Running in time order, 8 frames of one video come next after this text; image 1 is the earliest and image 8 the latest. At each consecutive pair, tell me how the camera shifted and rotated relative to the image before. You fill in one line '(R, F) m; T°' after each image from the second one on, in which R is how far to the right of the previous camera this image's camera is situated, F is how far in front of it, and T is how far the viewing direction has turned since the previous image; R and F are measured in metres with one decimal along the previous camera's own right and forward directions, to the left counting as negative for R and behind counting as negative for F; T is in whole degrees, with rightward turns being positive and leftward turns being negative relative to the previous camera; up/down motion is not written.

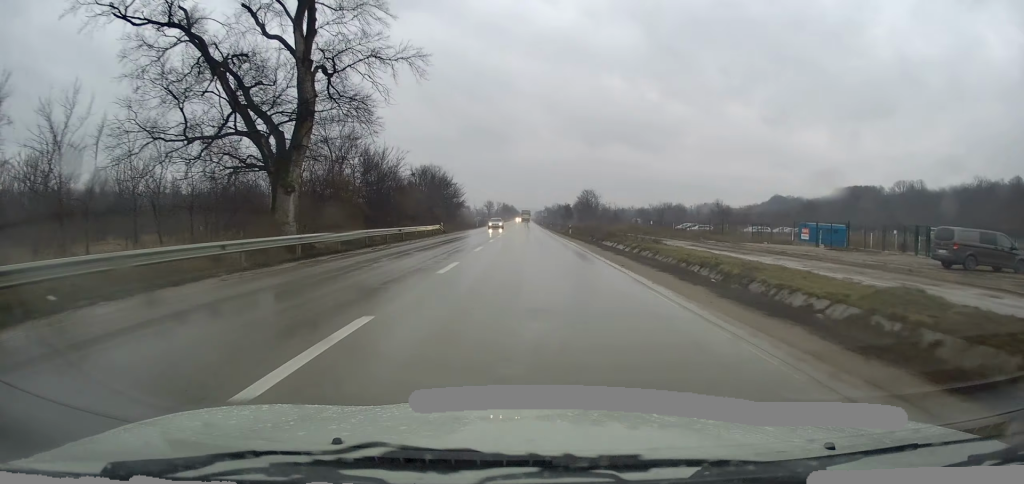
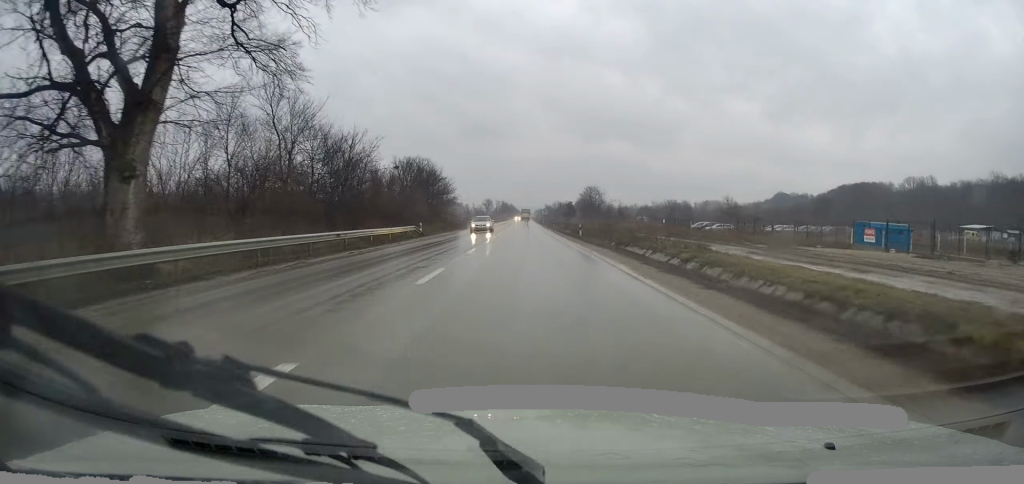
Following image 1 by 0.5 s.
(0.0, +10.9) m; 0°
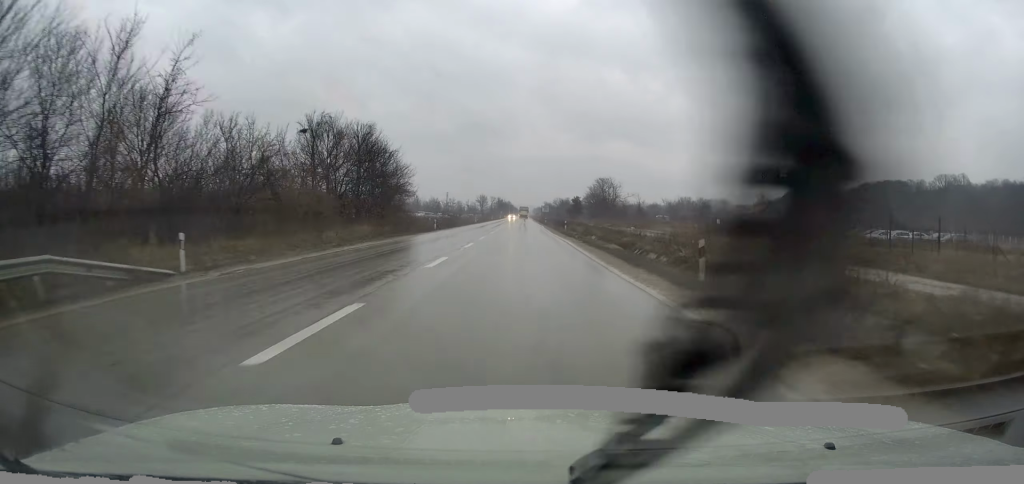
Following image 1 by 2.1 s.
(+0.2, +31.4) m; 0°
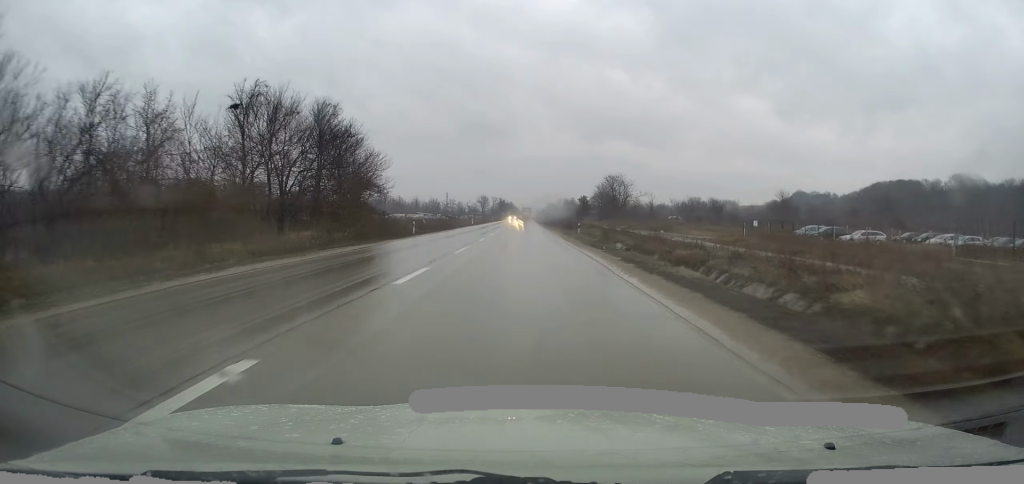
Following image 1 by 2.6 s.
(+0.1, +11.6) m; -1°
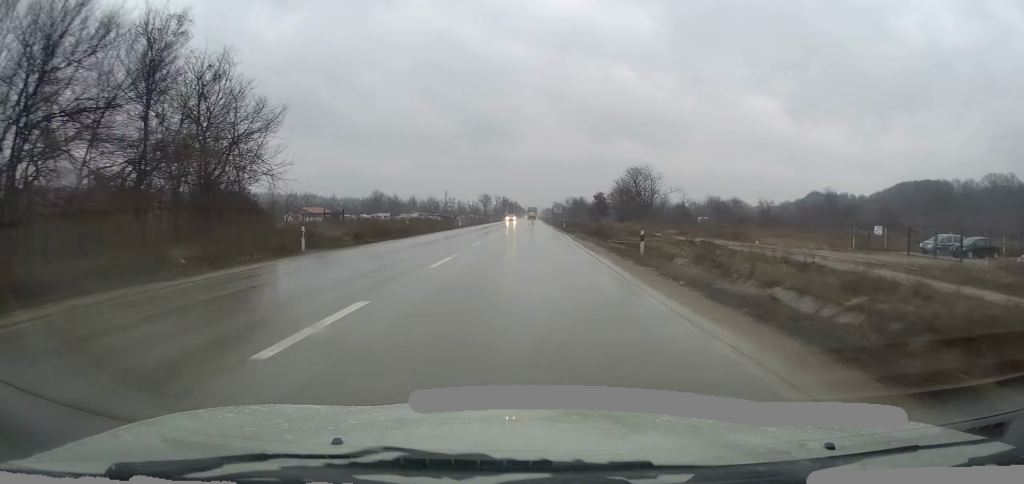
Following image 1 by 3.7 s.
(-0.4, +22.6) m; 0°
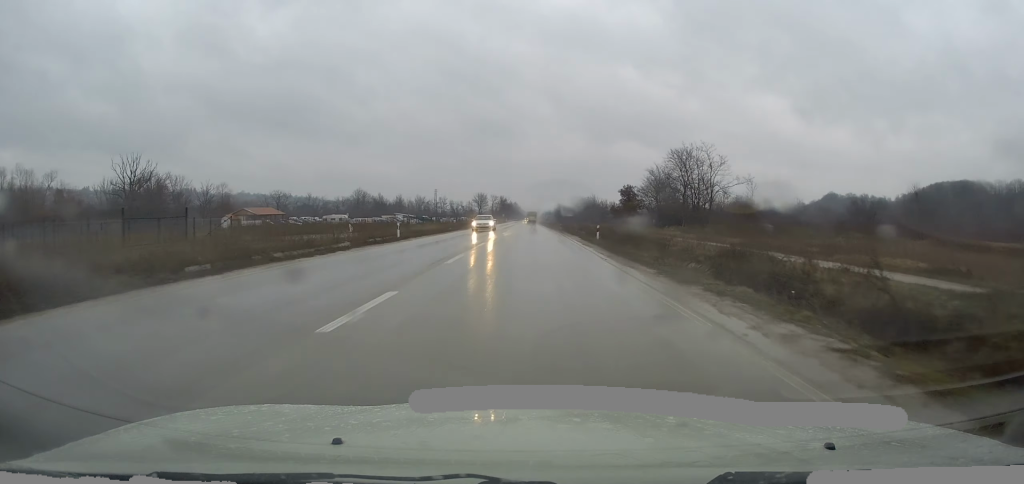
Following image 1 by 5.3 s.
(+0.3, +33.4) m; 0°
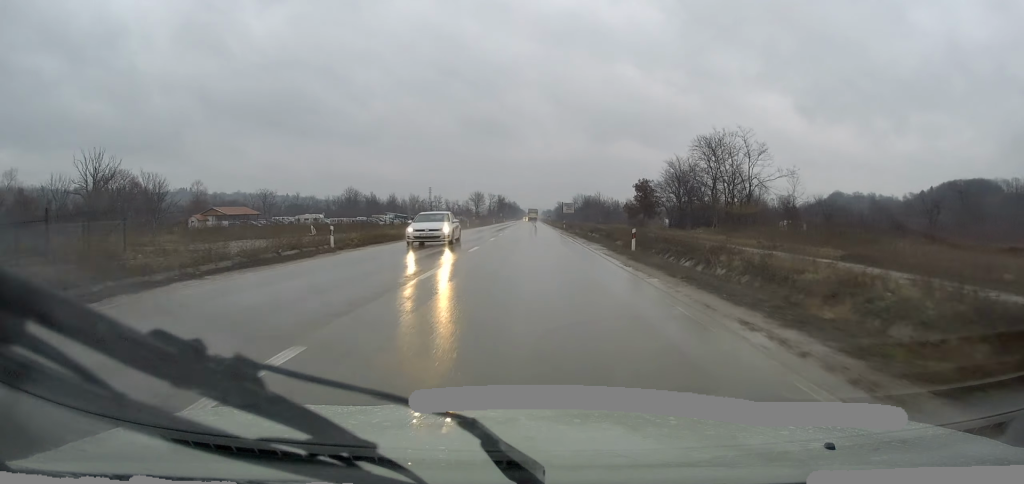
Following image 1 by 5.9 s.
(-0.1, +12.6) m; 0°
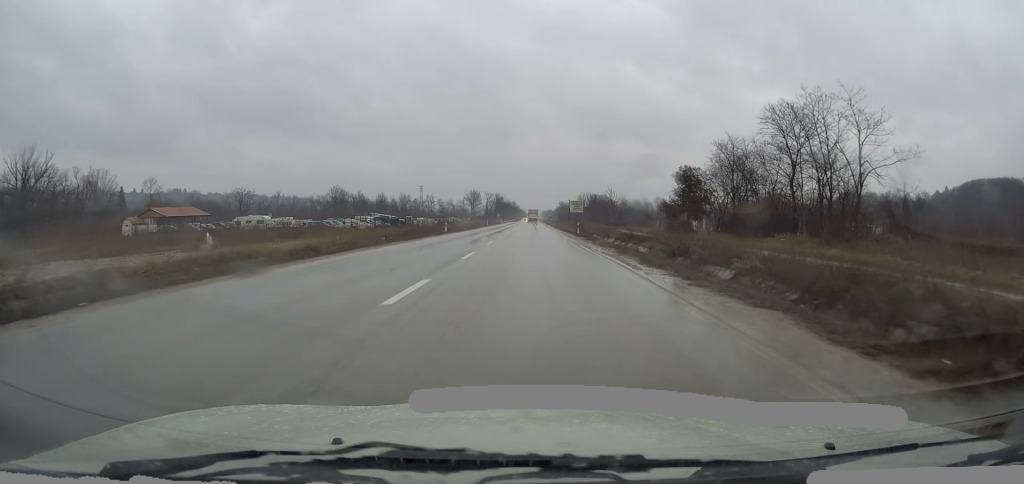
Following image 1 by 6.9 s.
(+0.2, +20.1) m; 0°
